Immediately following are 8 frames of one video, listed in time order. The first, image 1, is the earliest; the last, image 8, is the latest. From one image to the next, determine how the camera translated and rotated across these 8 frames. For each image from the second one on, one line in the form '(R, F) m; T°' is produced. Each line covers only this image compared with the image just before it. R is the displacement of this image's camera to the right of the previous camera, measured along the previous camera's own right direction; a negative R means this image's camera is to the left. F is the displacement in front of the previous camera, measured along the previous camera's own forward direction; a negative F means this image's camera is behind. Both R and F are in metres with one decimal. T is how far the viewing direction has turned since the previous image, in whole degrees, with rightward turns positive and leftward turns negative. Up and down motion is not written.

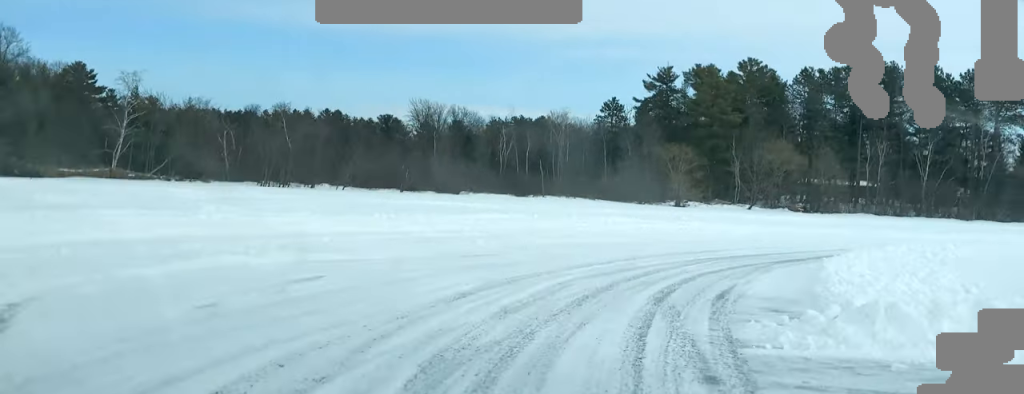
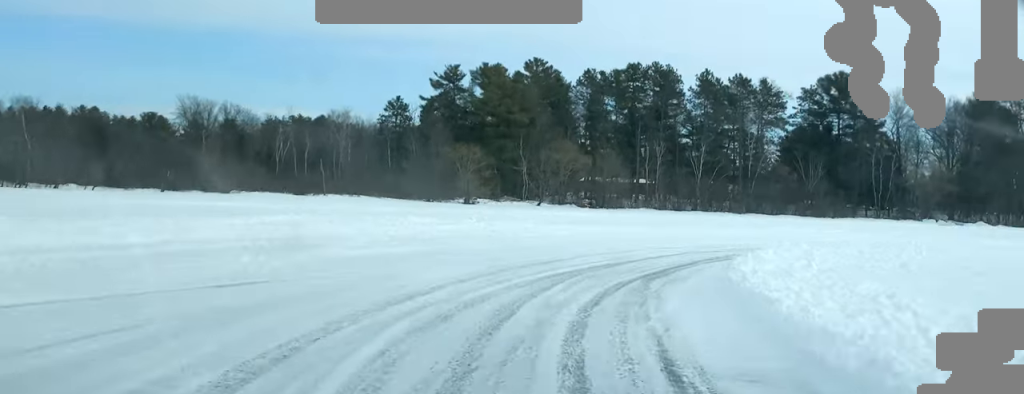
(+0.4, +6.2) m; +8°
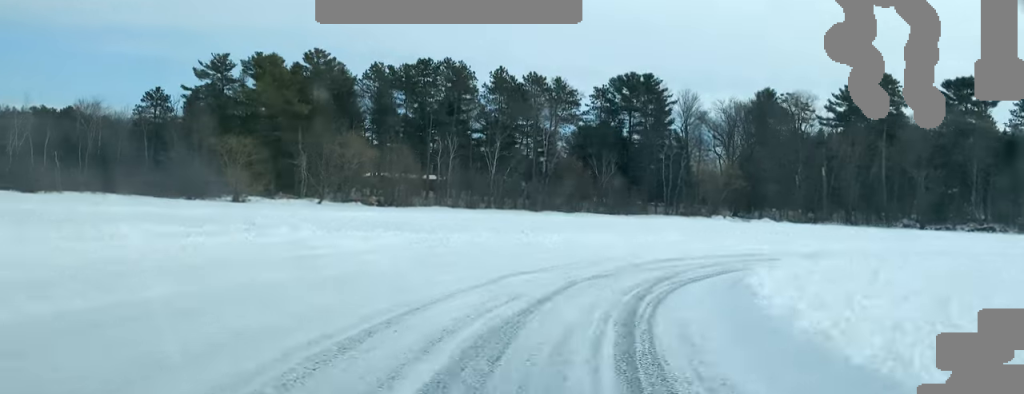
(+1.2, +10.5) m; +14°
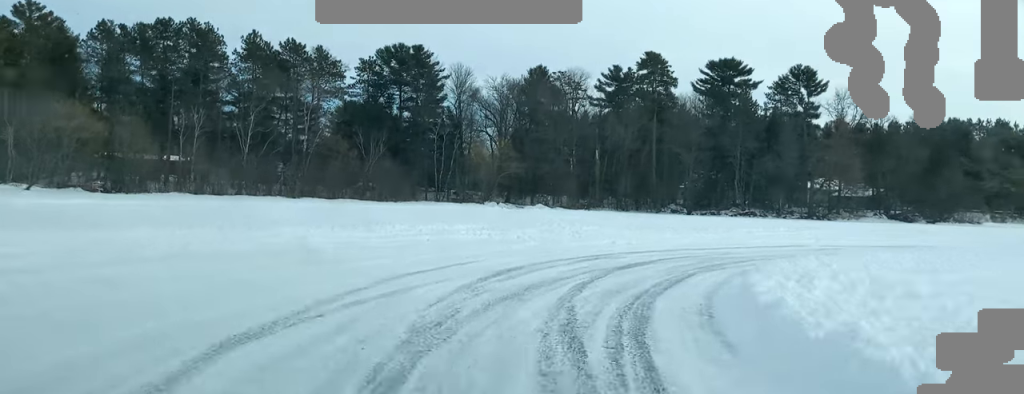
(+1.3, +11.0) m; +14°
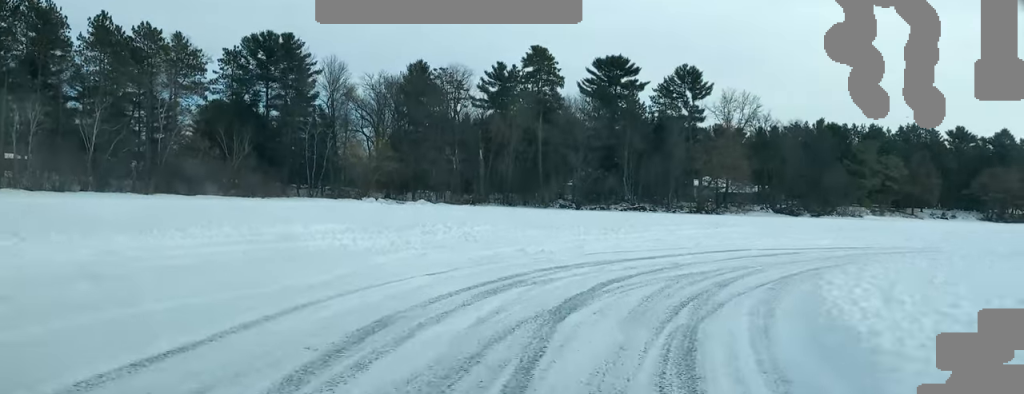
(+0.9, +8.0) m; +9°
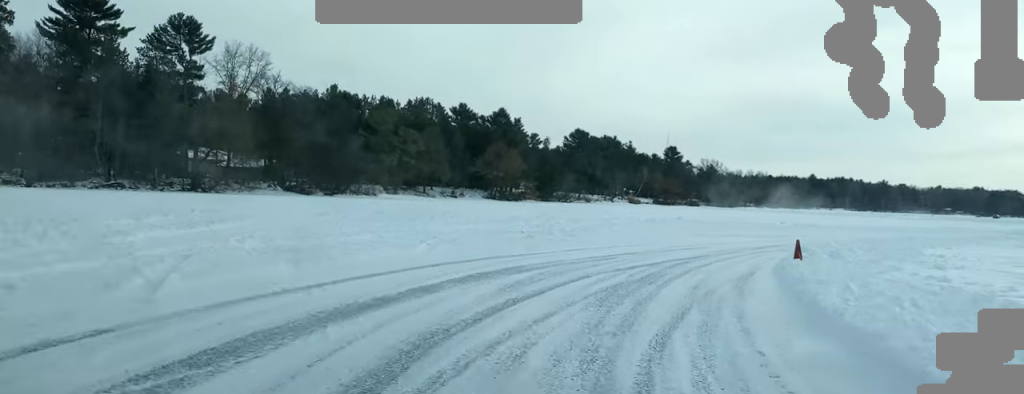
(+5.1, +21.3) m; +28°
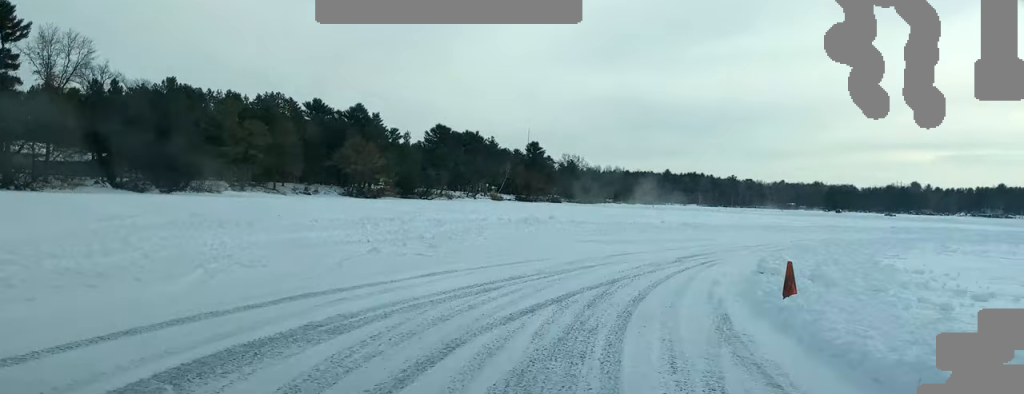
(+0.9, +8.4) m; +10°
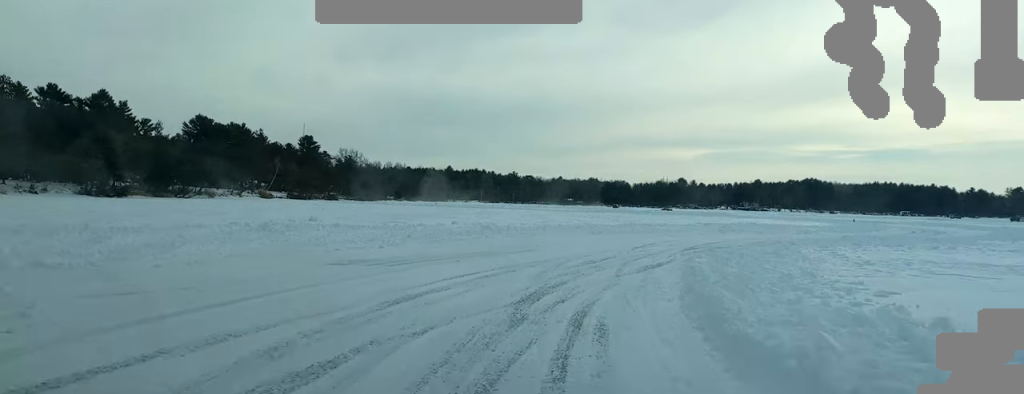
(+1.7, +13.3) m; +13°
